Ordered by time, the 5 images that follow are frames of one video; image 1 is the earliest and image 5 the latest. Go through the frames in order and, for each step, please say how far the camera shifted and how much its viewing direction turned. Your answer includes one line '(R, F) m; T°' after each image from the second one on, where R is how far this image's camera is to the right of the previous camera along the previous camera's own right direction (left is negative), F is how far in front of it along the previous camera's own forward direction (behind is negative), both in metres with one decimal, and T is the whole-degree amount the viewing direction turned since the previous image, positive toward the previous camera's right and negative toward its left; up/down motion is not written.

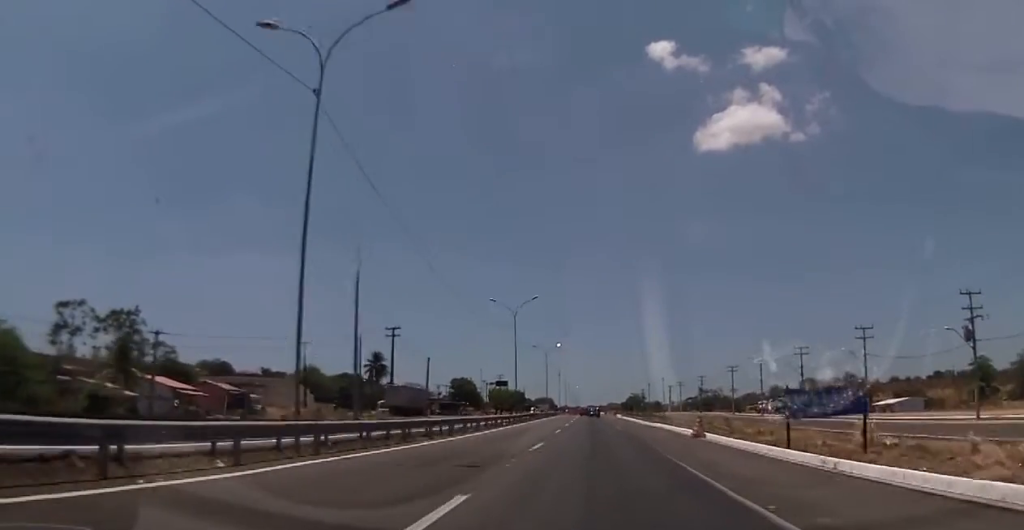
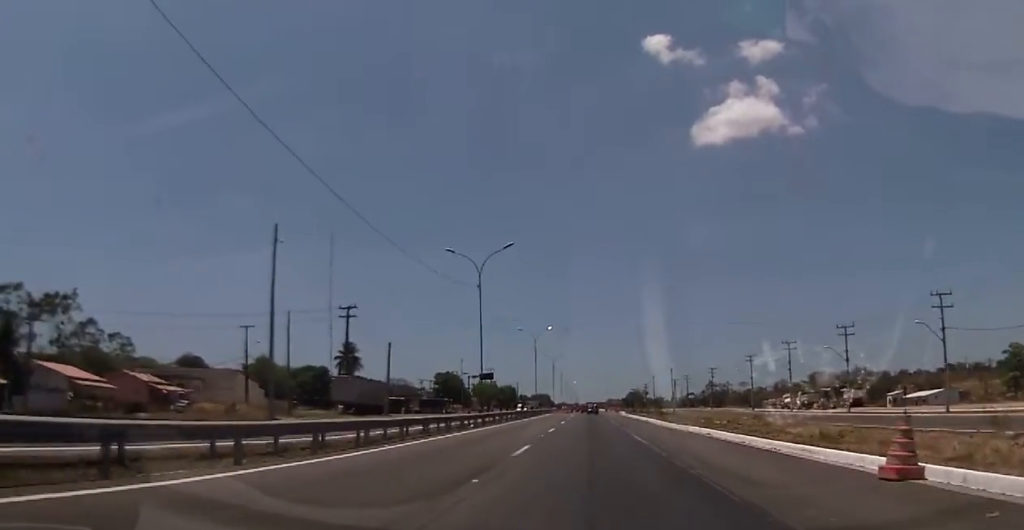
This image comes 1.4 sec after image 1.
(-0.1, +17.8) m; 0°
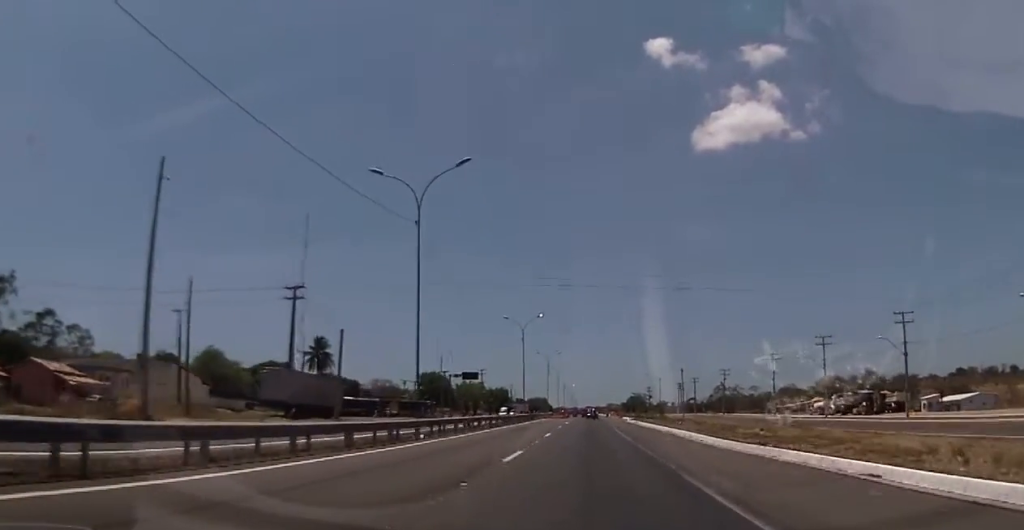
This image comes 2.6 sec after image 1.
(0.0, +14.3) m; 0°
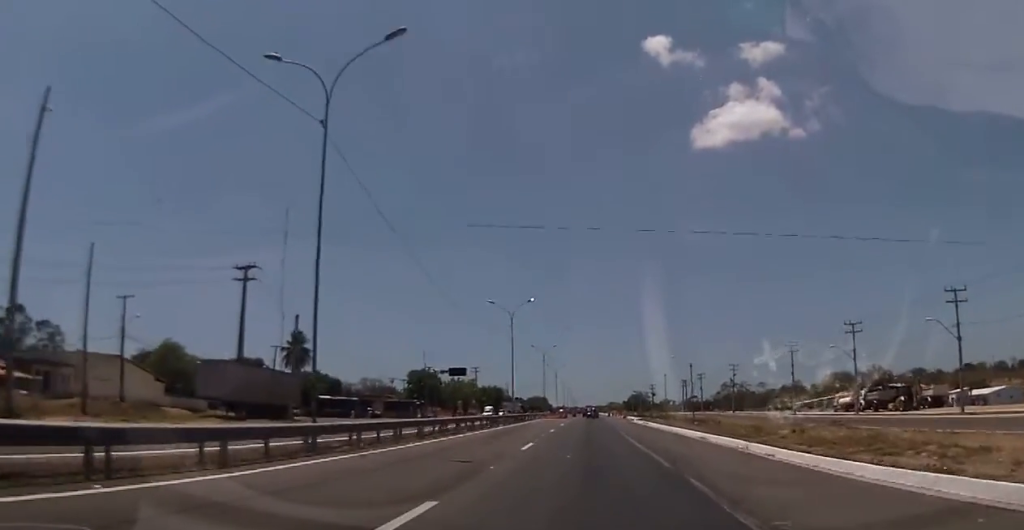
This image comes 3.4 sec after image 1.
(0.0, +9.7) m; +1°
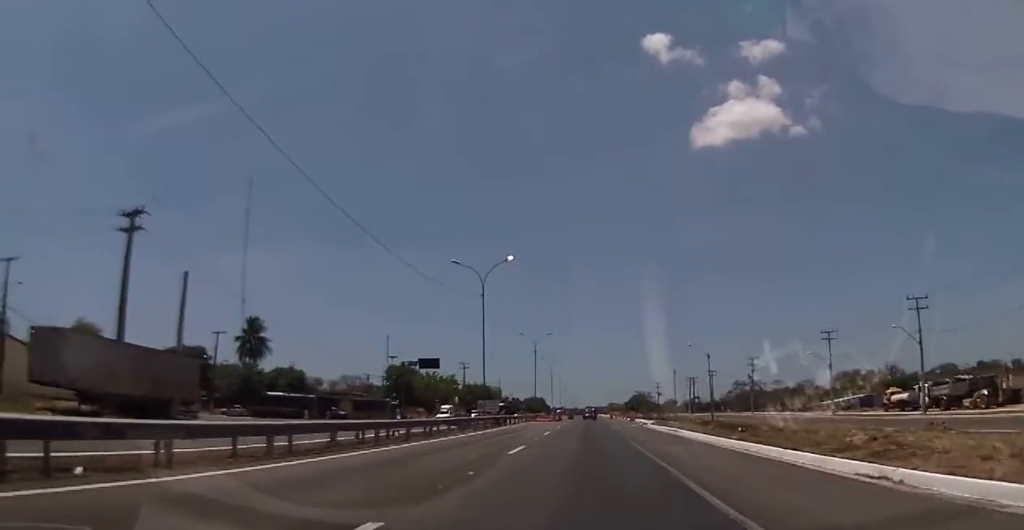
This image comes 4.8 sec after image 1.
(+0.4, +16.6) m; +1°
